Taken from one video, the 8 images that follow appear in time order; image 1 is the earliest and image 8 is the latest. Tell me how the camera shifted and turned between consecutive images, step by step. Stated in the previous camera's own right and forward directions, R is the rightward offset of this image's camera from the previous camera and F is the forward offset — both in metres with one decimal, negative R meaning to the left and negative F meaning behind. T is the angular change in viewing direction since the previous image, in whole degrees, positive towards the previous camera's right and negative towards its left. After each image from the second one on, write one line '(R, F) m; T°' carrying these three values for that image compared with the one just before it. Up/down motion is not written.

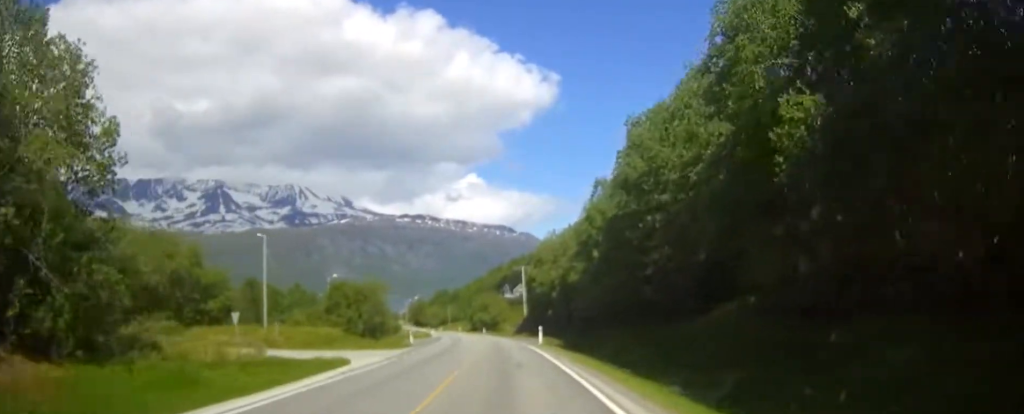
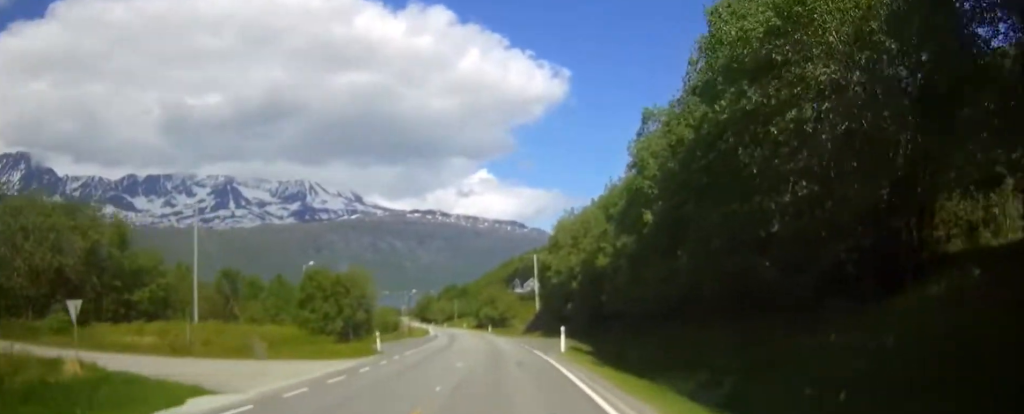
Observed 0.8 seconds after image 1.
(-0.1, +15.7) m; -1°
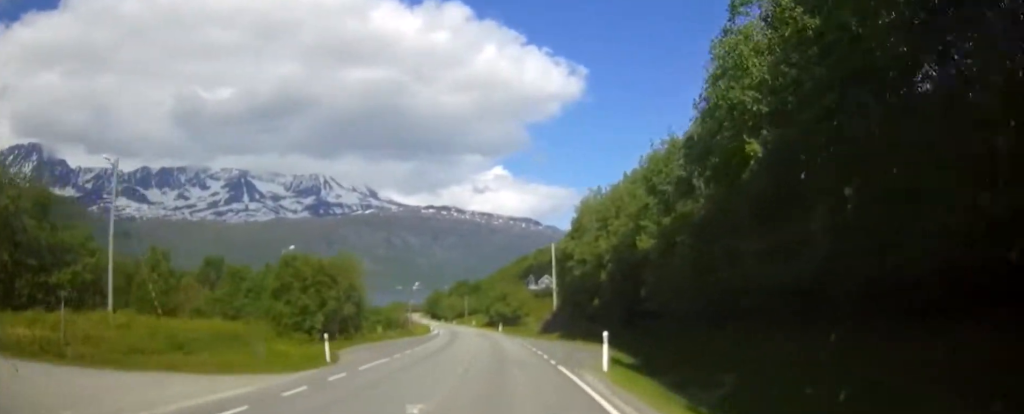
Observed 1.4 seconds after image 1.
(-0.2, +12.4) m; -1°
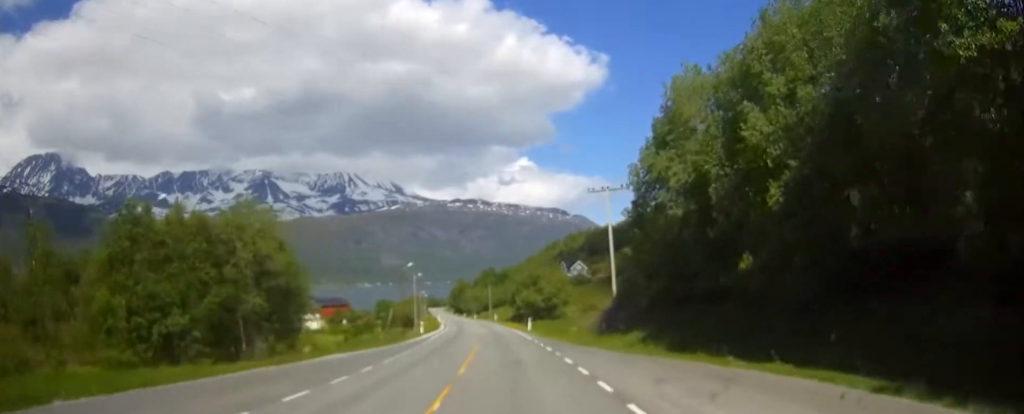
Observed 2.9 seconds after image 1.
(-0.4, +31.1) m; -2°
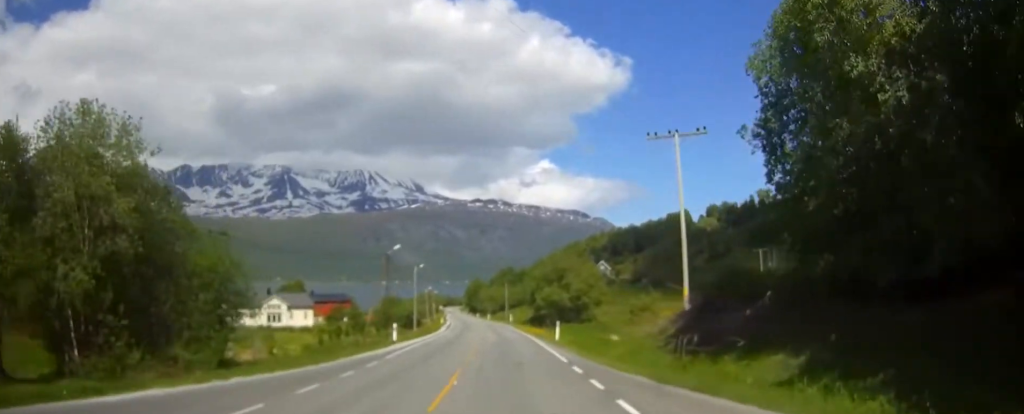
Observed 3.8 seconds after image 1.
(-0.4, +18.8) m; -2°
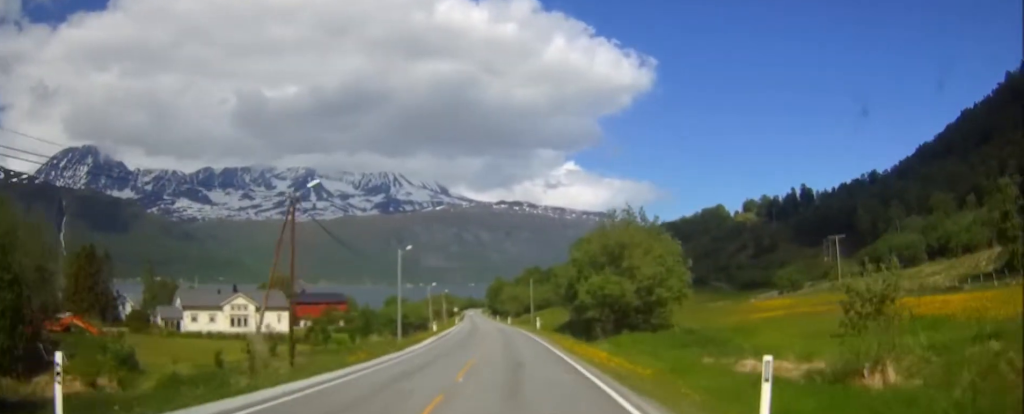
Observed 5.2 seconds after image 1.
(-0.3, +29.5) m; -1°
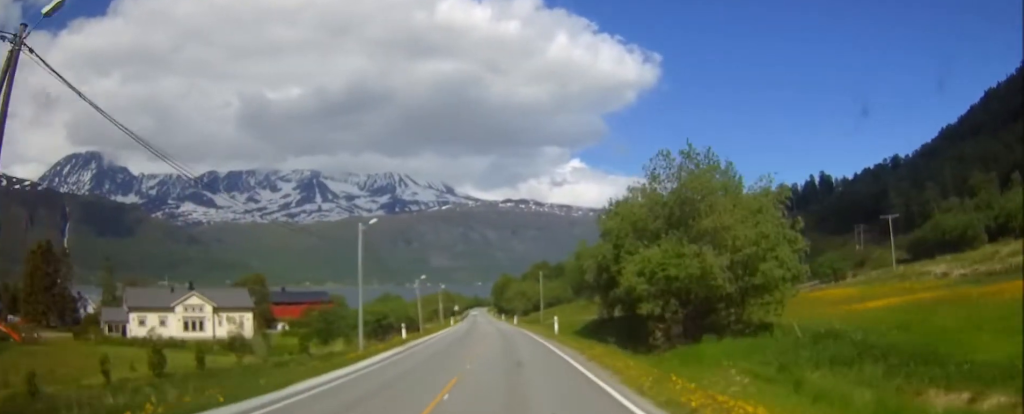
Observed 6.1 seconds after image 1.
(-0.1, +19.1) m; -1°
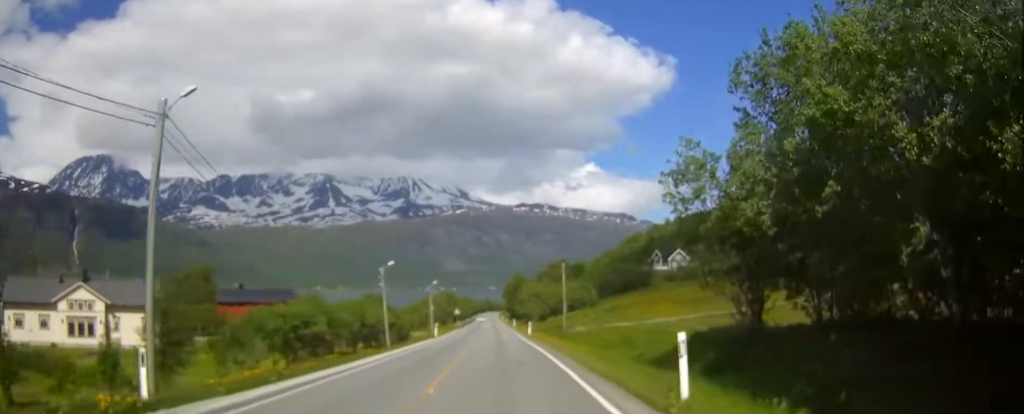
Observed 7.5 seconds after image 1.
(-0.3, +29.8) m; -1°
